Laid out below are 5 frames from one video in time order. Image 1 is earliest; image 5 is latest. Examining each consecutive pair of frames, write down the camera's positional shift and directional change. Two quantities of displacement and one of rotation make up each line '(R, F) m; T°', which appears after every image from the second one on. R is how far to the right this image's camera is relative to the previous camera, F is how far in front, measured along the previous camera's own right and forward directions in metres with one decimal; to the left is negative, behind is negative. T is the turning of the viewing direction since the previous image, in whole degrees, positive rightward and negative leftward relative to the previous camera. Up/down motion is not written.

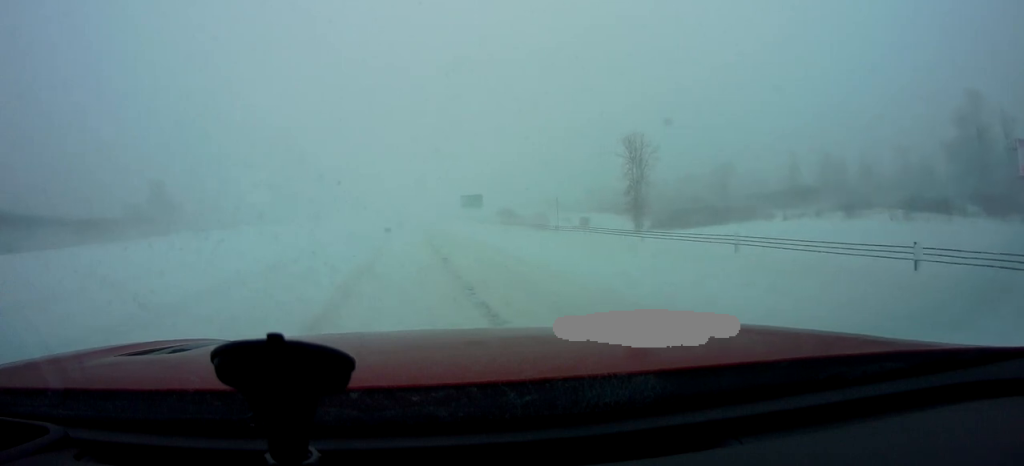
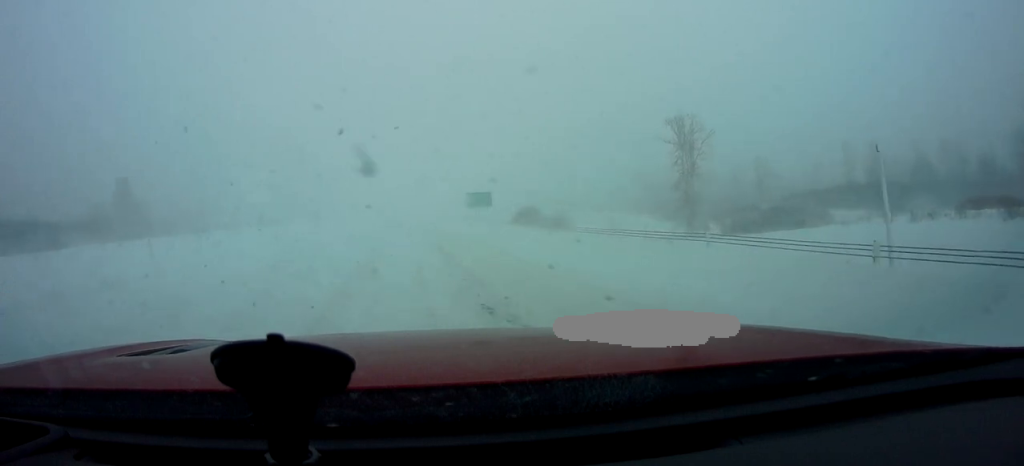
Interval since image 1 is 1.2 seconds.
(+0.5, +18.4) m; 0°
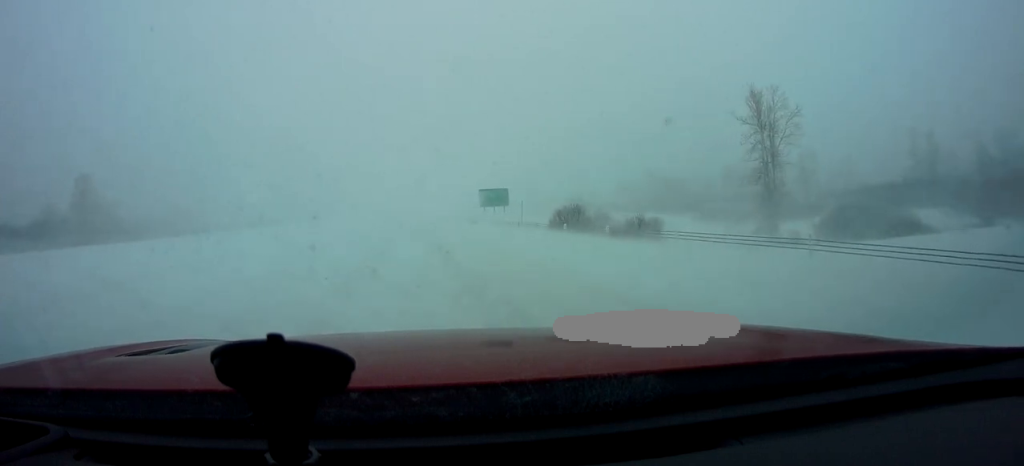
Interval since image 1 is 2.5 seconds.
(-0.8, +18.6) m; -2°
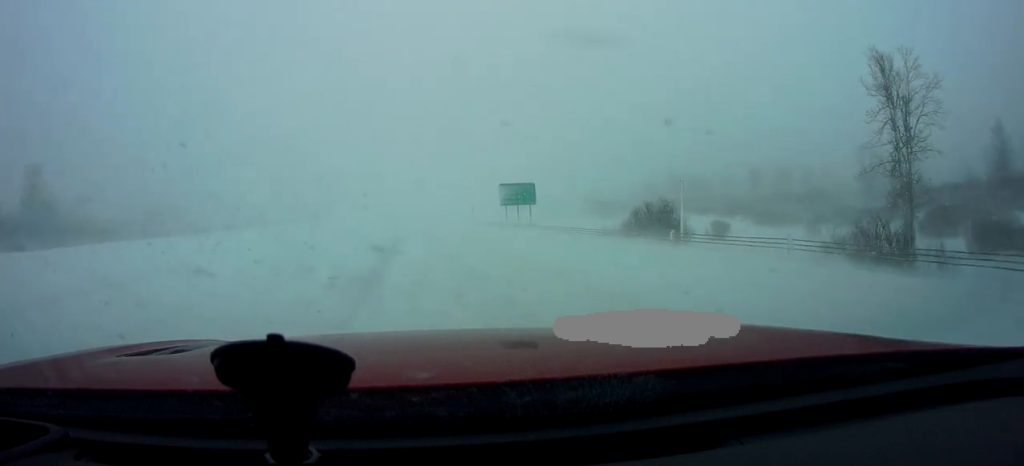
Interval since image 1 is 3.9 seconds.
(+0.3, +19.5) m; +1°
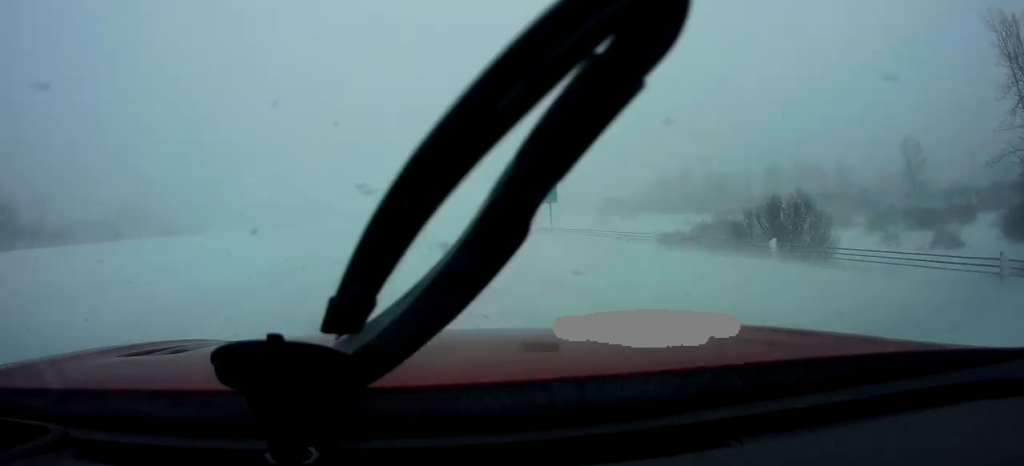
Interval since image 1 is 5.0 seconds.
(0.0, +15.0) m; -1°
